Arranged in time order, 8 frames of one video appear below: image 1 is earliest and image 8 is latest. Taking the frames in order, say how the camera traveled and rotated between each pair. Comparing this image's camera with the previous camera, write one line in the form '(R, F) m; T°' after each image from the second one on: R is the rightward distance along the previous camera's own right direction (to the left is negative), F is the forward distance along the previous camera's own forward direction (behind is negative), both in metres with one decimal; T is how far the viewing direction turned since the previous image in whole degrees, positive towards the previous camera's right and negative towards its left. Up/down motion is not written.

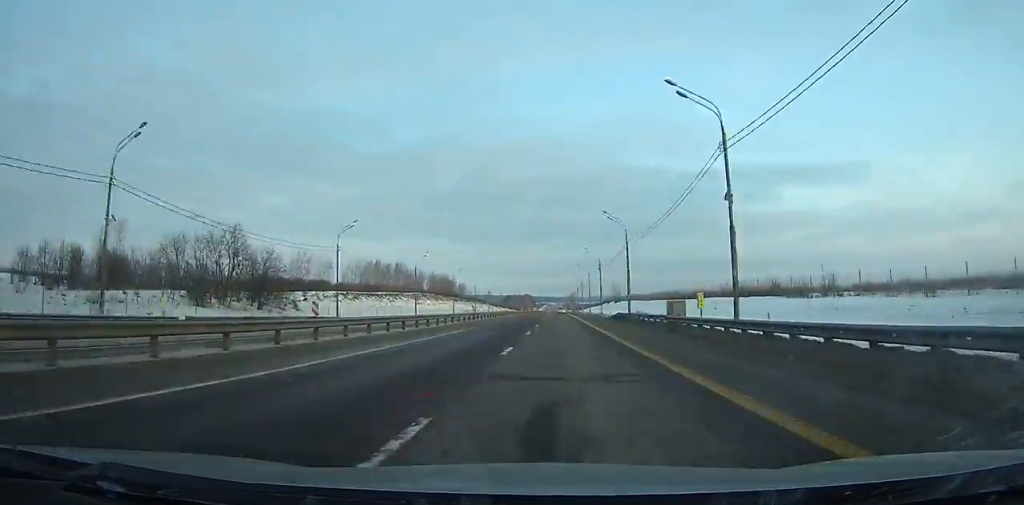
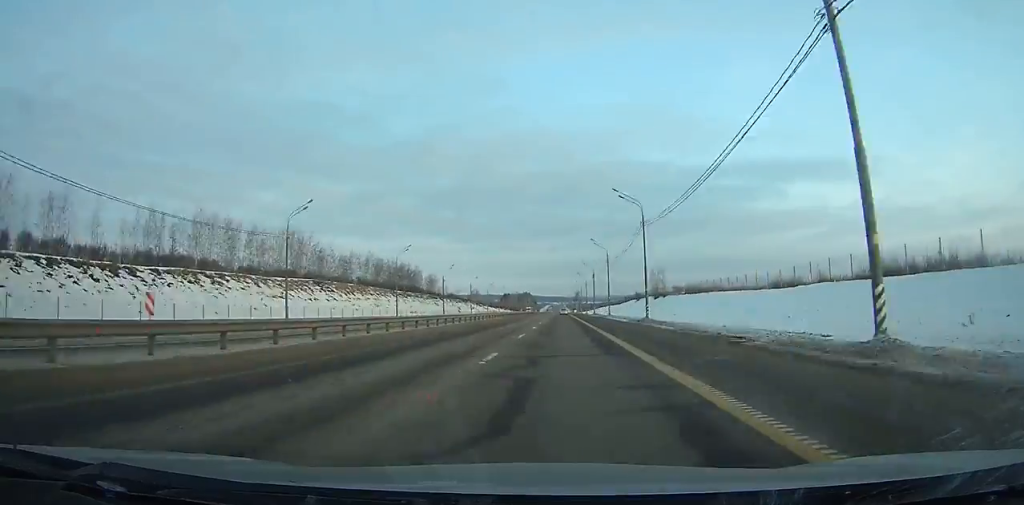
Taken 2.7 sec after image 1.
(-0.2, +83.6) m; 0°
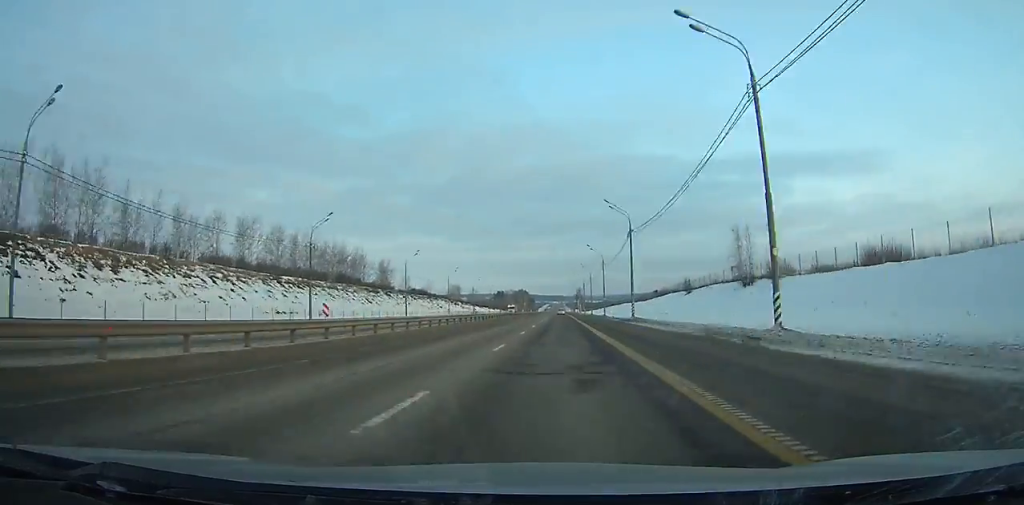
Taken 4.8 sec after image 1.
(0.0, +65.2) m; 0°
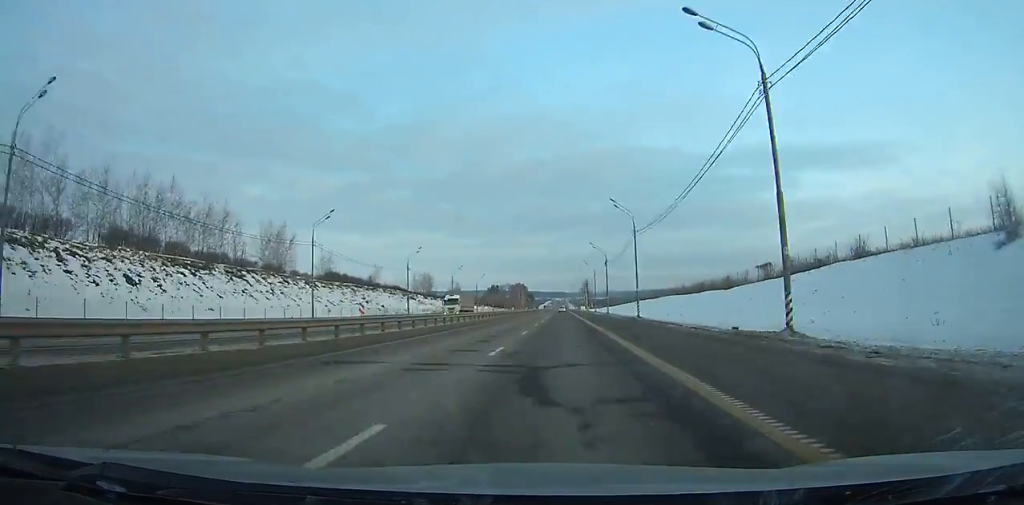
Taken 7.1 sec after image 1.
(0.0, +71.4) m; 0°
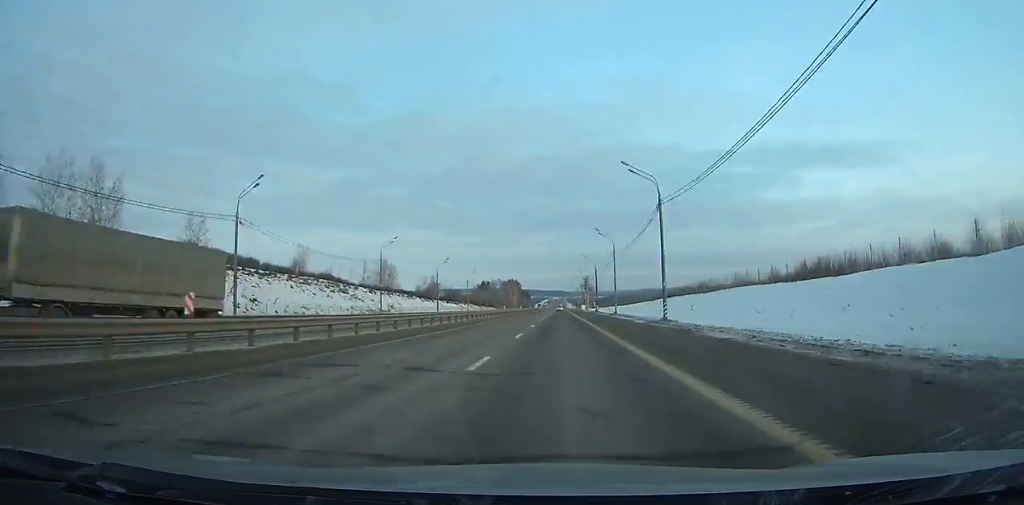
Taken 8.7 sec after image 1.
(0.0, +49.7) m; 0°
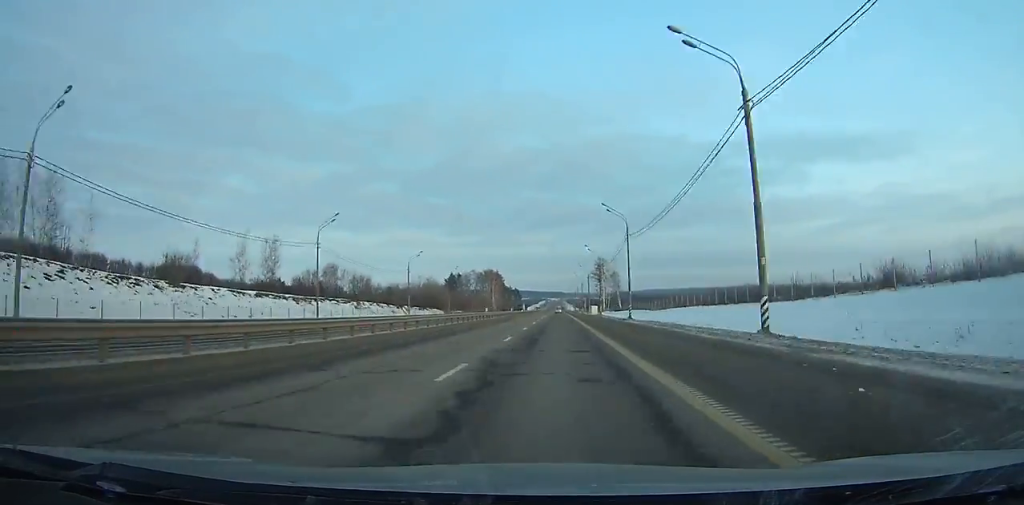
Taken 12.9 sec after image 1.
(+0.1, +130.6) m; 0°
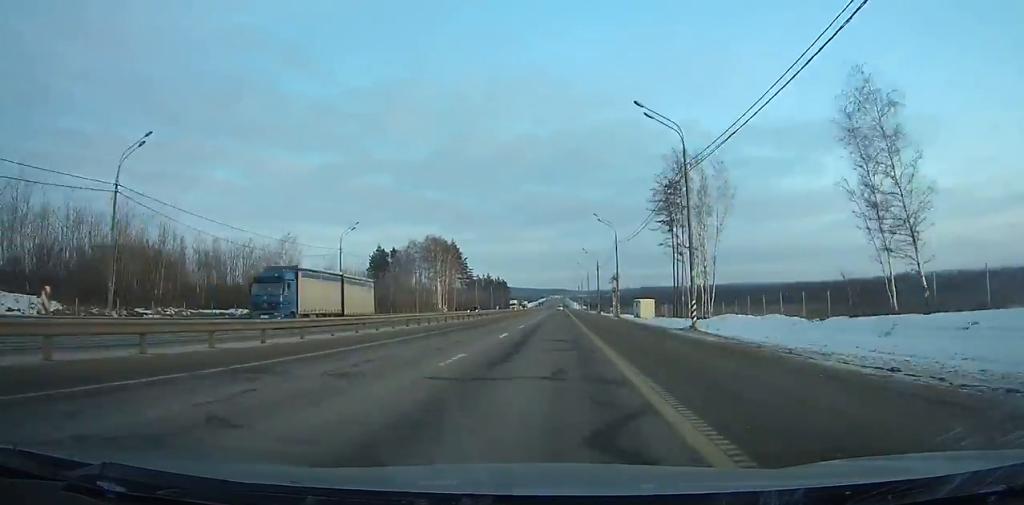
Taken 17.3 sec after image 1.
(-0.3, +137.6) m; 0°
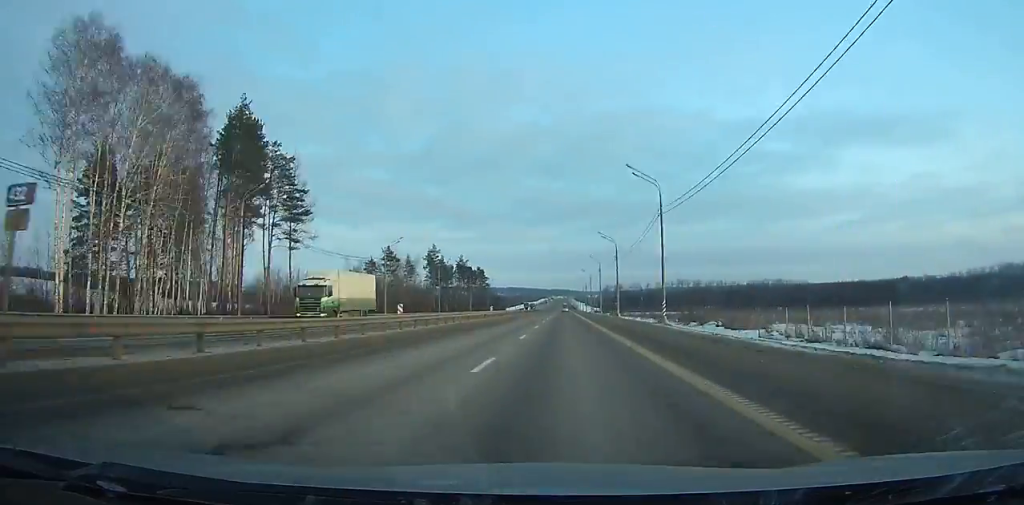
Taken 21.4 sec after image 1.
(-0.3, +129.5) m; 0°
